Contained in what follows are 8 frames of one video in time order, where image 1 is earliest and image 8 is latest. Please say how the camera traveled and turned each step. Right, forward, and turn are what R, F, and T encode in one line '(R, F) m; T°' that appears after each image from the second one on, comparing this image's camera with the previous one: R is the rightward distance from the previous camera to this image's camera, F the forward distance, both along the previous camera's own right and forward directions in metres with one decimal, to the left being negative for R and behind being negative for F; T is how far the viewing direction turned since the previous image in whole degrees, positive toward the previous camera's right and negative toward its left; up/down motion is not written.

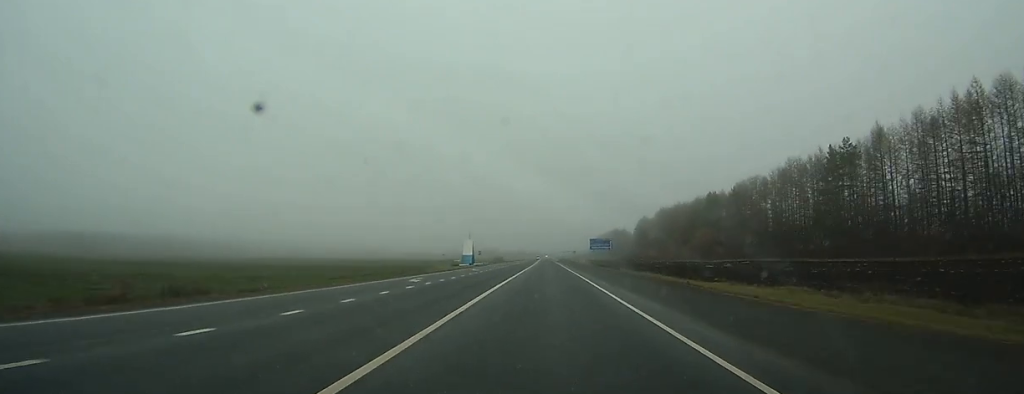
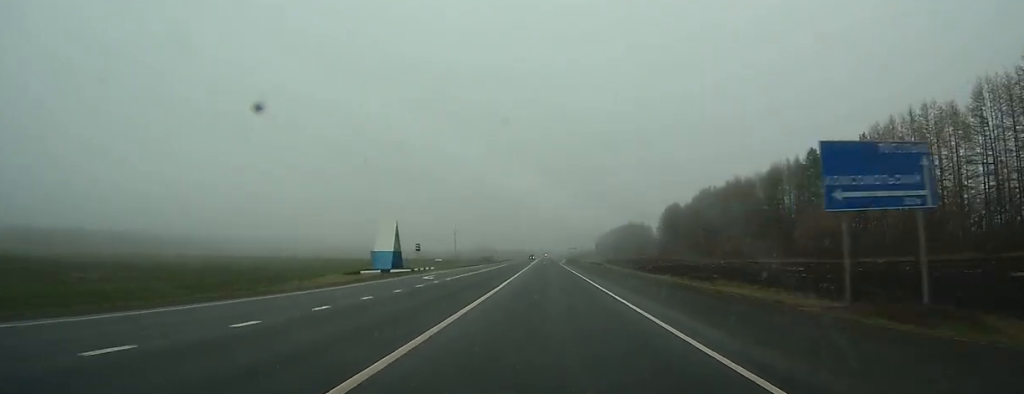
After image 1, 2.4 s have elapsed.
(+0.2, +73.1) m; 0°
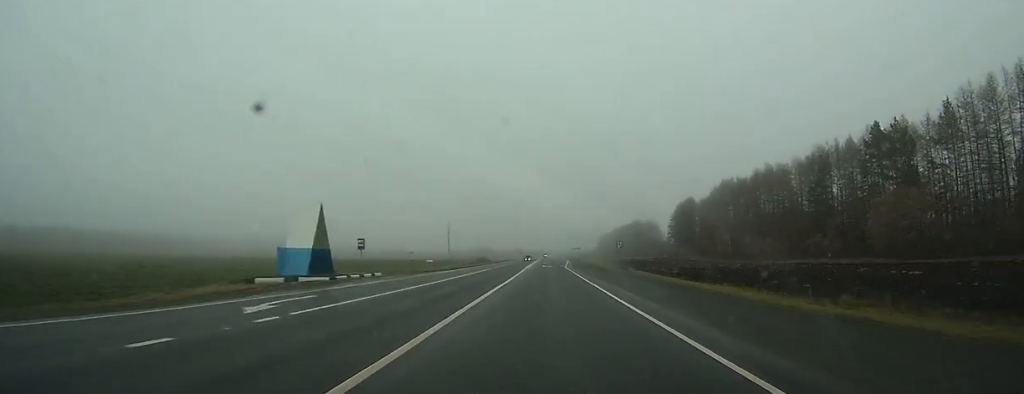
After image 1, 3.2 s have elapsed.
(0.0, +24.4) m; 0°
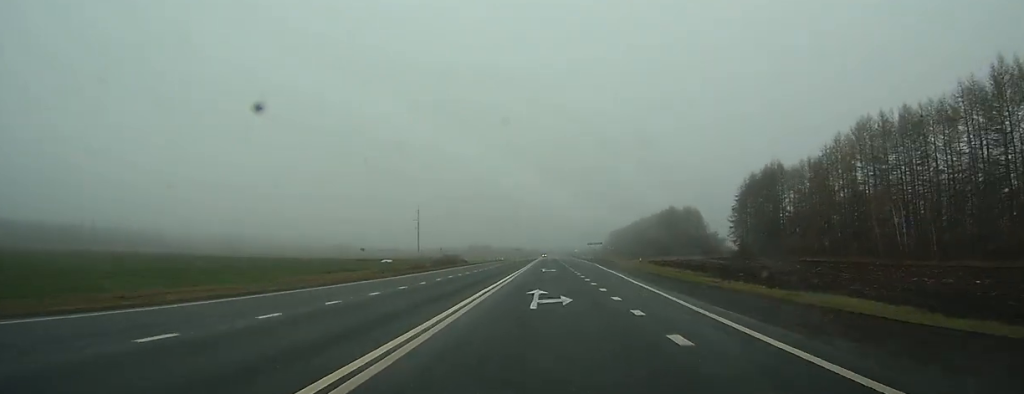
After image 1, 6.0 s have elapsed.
(+0.1, +85.1) m; 0°
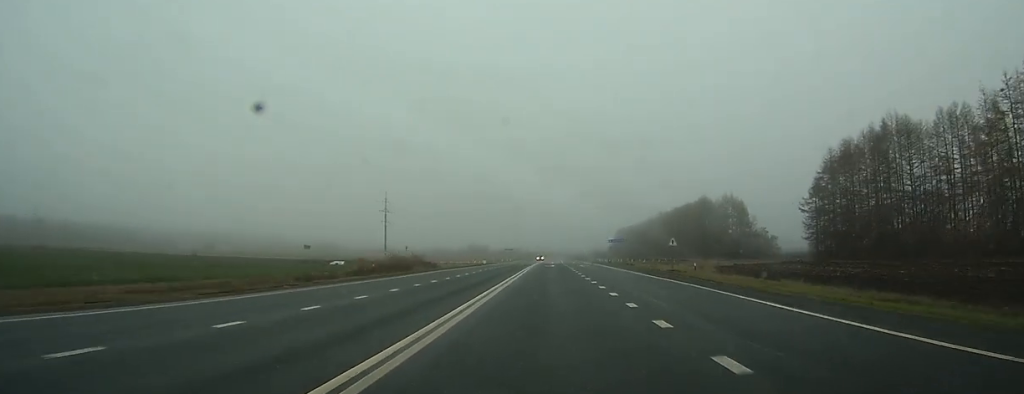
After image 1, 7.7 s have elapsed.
(0.0, +49.3) m; 0°
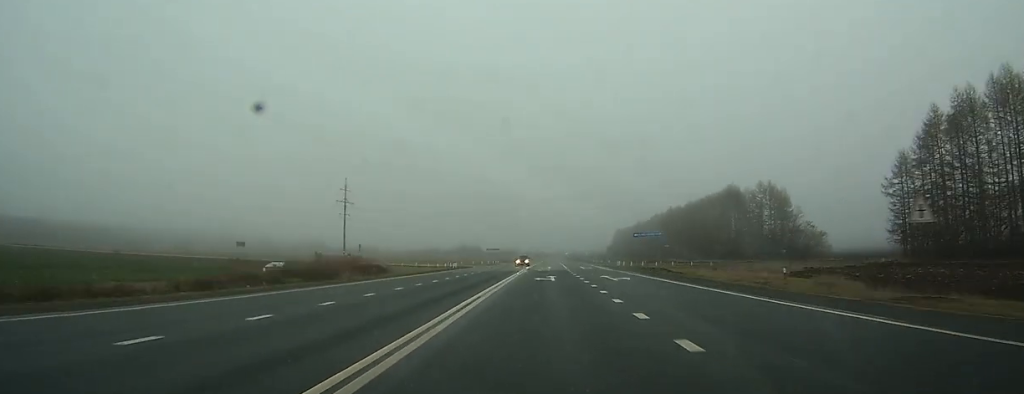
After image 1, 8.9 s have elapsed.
(0.0, +32.5) m; 0°
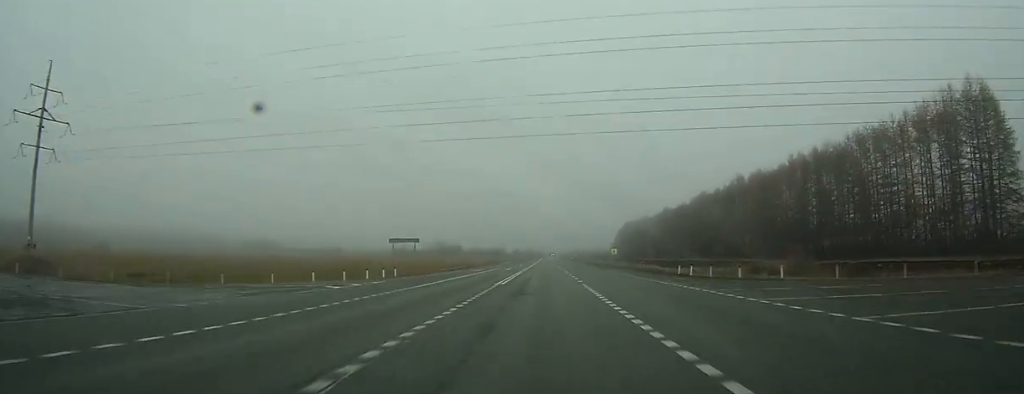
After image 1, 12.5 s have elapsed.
(-0.1, +95.6) m; 0°
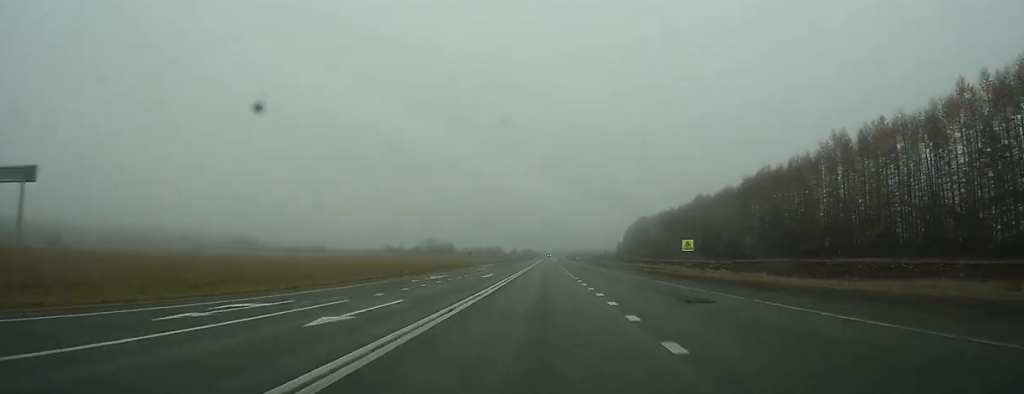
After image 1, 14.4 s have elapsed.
(+0.1, +54.1) m; 0°
